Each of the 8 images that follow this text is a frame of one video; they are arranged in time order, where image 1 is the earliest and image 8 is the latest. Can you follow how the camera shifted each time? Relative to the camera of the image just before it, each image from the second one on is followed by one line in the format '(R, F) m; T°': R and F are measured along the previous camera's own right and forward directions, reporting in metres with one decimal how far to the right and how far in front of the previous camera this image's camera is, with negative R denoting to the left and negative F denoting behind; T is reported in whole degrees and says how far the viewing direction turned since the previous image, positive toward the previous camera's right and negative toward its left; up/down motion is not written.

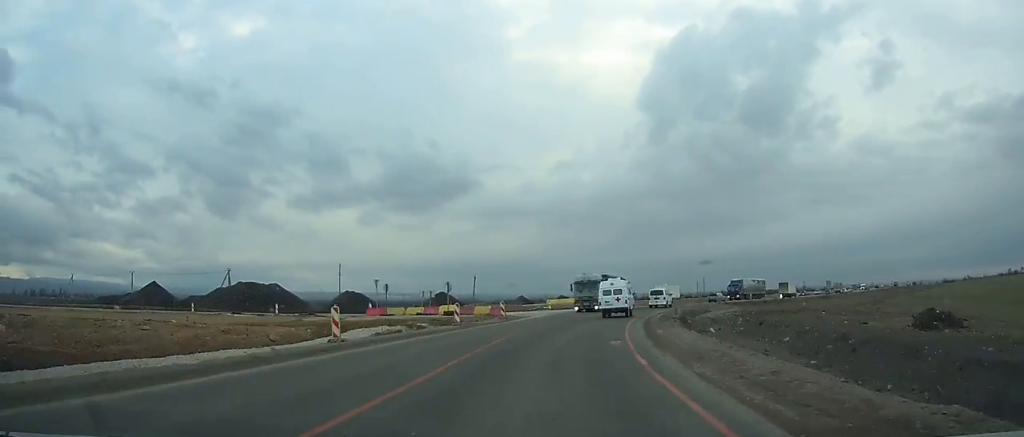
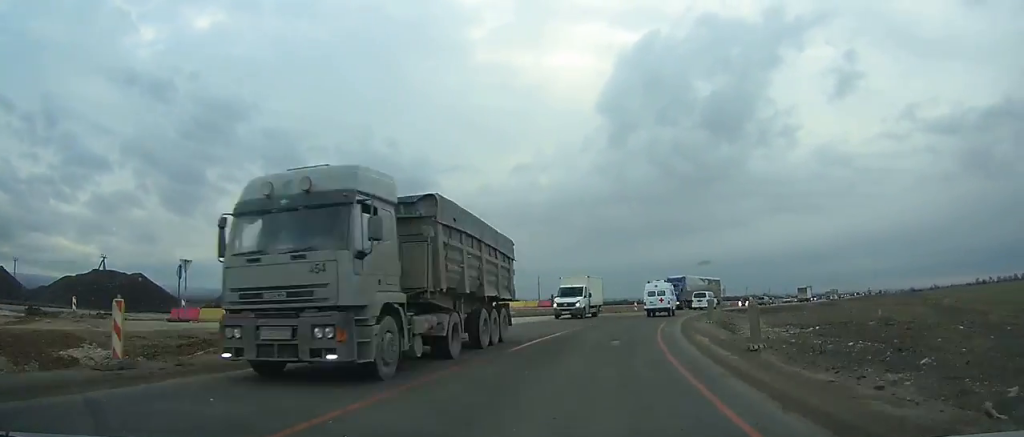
(+0.3, +23.3) m; +6°
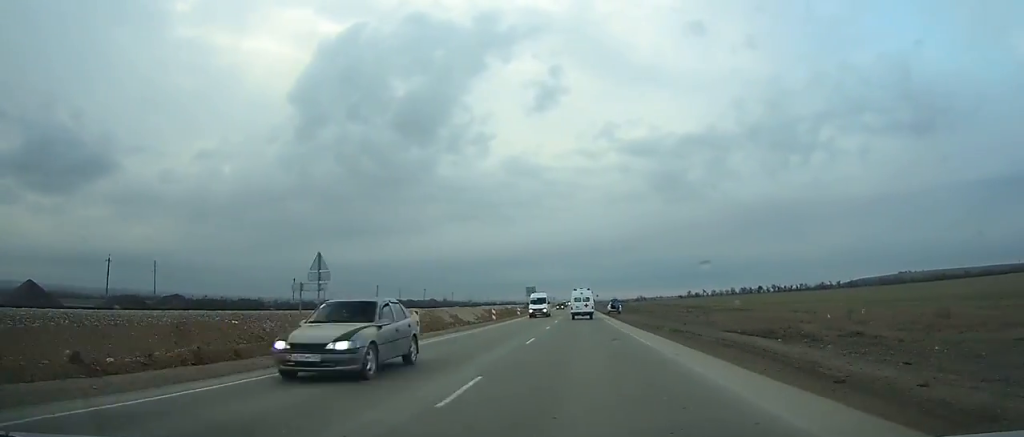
(+21.7, +89.9) m; +23°
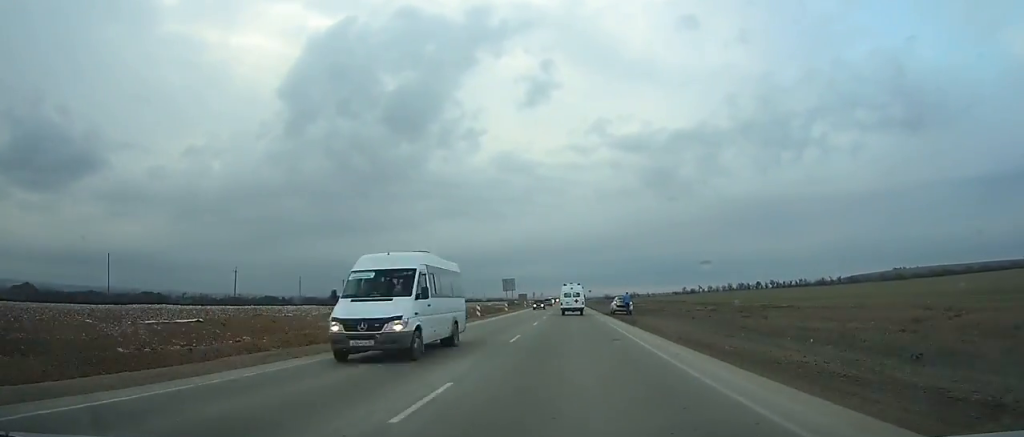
(+0.9, +27.1) m; +2°
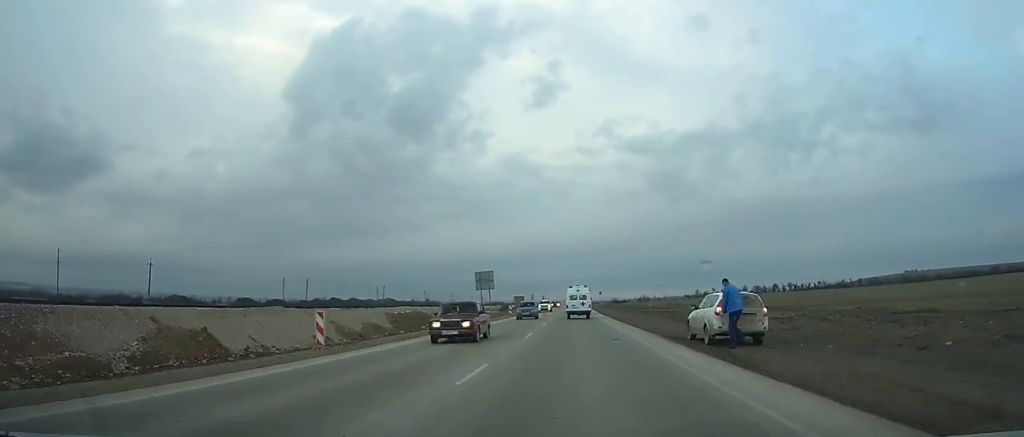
(+0.9, +35.9) m; +1°
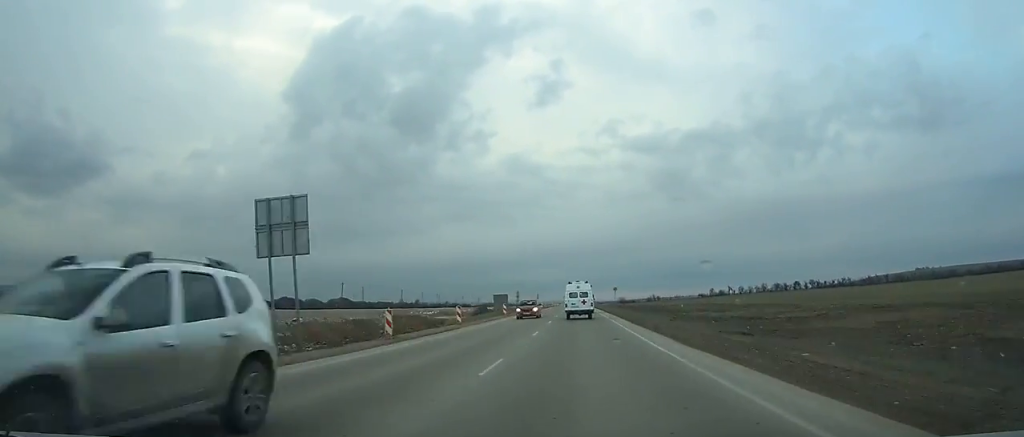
(-0.5, +51.5) m; -1°
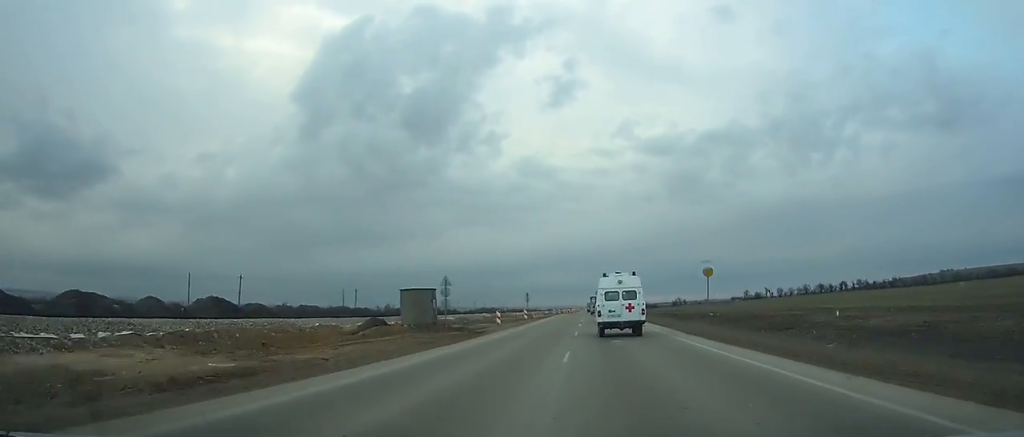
(-0.7, +73.0) m; 0°
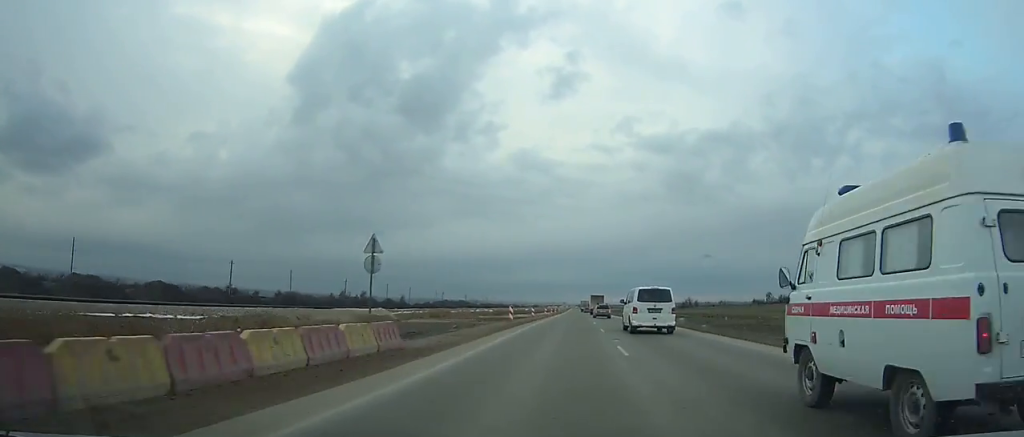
(+0.2, +72.0) m; 0°
